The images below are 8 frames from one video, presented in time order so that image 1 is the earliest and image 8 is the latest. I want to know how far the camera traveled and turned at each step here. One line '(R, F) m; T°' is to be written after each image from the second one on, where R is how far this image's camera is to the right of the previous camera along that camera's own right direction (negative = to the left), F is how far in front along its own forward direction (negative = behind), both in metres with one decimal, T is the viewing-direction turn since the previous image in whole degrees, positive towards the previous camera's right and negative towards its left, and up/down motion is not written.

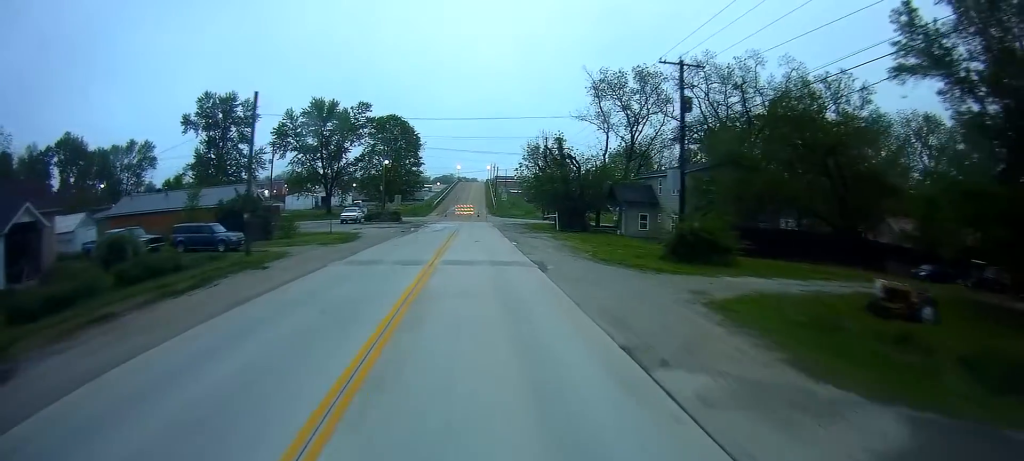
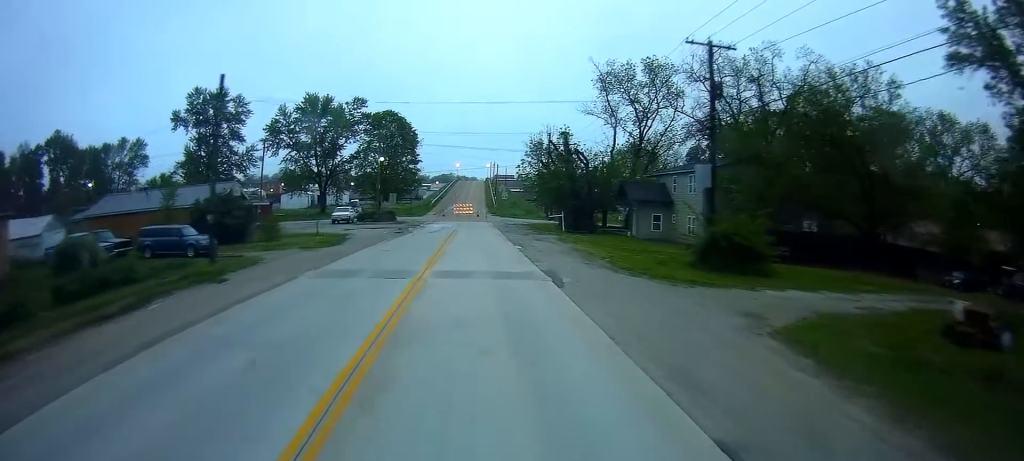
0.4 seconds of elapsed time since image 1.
(-0.2, +4.2) m; -1°
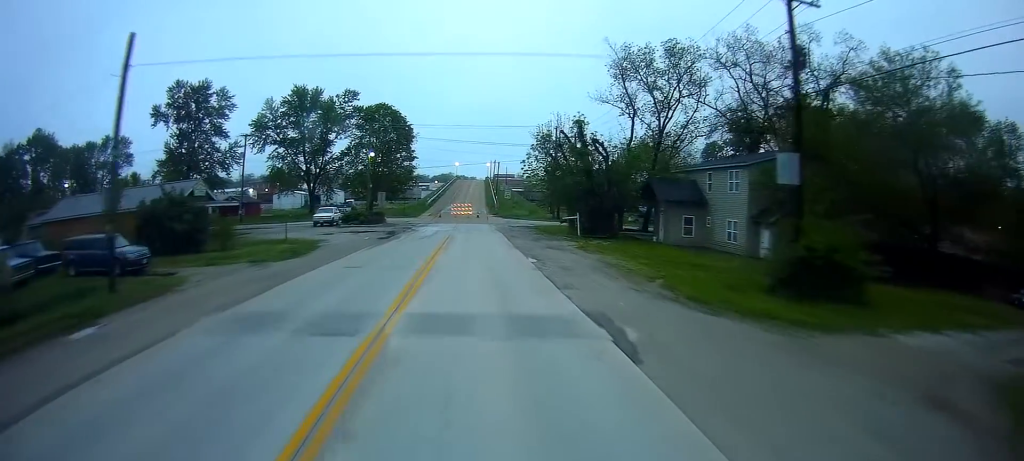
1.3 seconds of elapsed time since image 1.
(0.0, +7.7) m; +2°
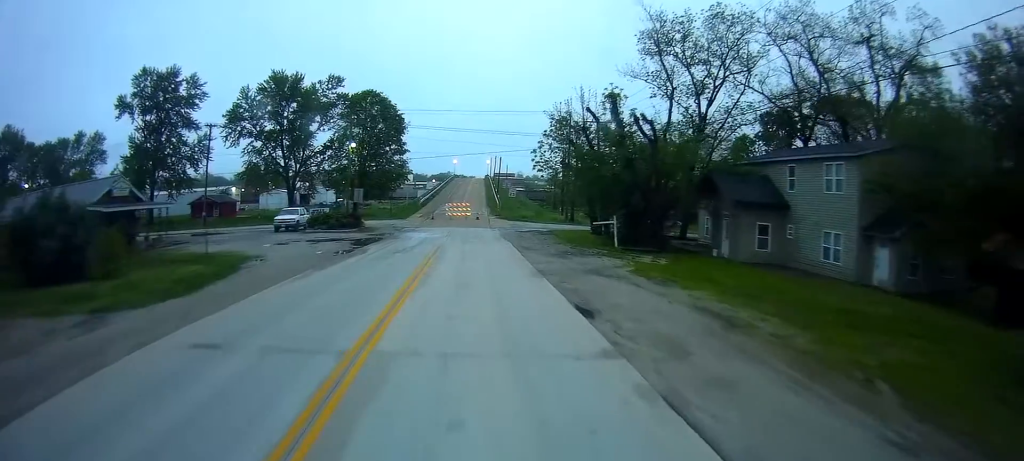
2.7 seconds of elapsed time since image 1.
(+0.7, +11.8) m; +4°
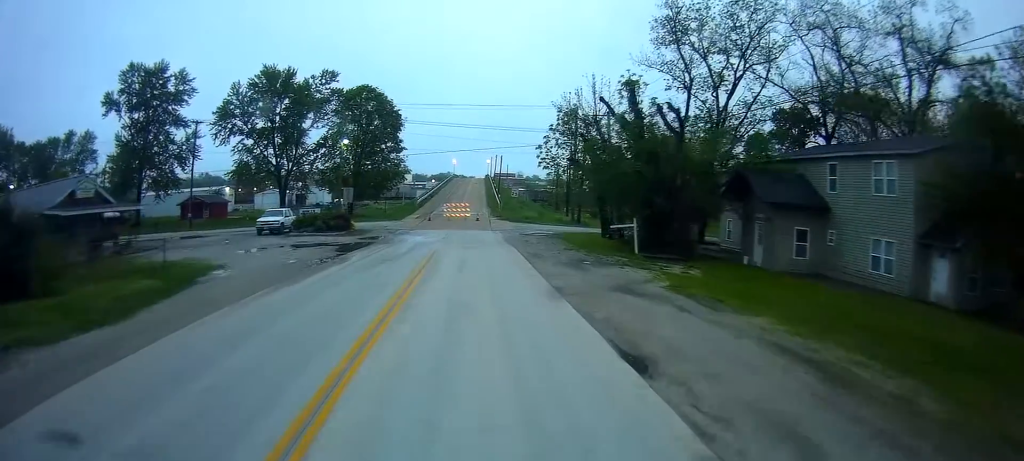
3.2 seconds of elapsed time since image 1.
(-0.2, +3.8) m; -2°
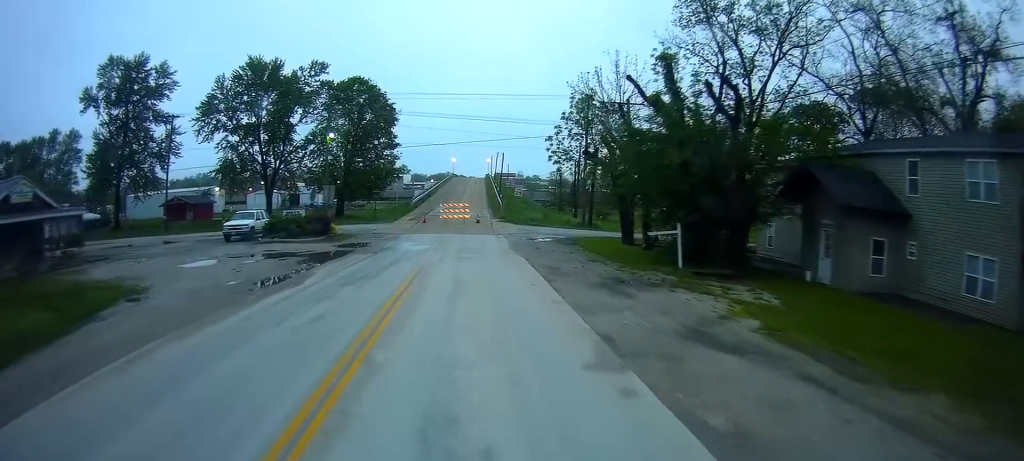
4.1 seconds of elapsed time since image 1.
(-0.1, +5.9) m; -1°
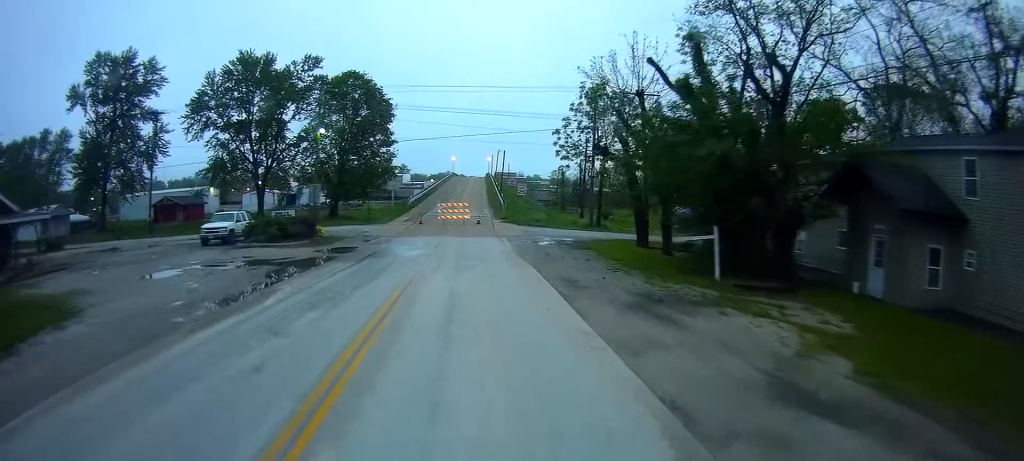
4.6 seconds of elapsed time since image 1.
(0.0, +3.4) m; 0°
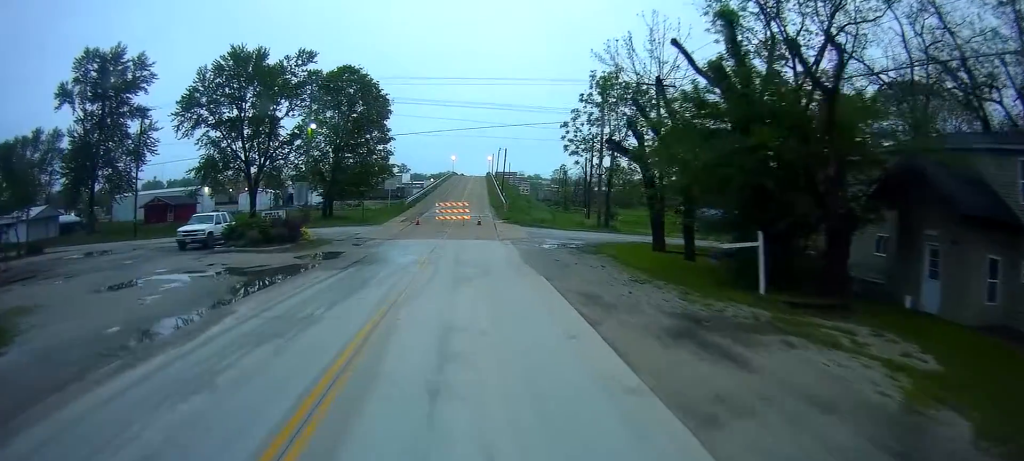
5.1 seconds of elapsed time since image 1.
(0.0, +3.1) m; +2°
